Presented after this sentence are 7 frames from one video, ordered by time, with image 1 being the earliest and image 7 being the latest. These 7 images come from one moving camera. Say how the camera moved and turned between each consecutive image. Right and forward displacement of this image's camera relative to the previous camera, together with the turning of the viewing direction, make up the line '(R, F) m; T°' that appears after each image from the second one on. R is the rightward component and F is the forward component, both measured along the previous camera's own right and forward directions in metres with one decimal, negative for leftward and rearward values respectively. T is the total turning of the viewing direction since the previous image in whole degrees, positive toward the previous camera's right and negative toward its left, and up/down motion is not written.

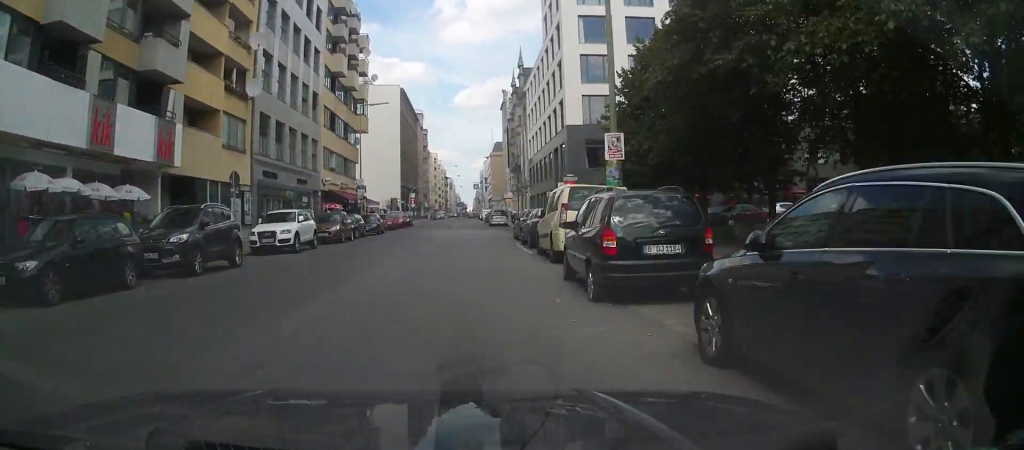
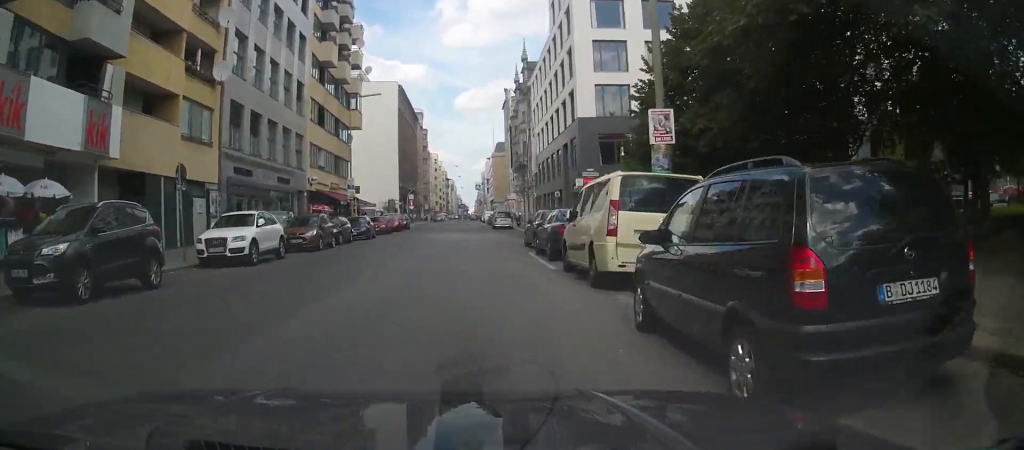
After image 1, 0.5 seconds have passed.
(+0.1, +4.9) m; -1°
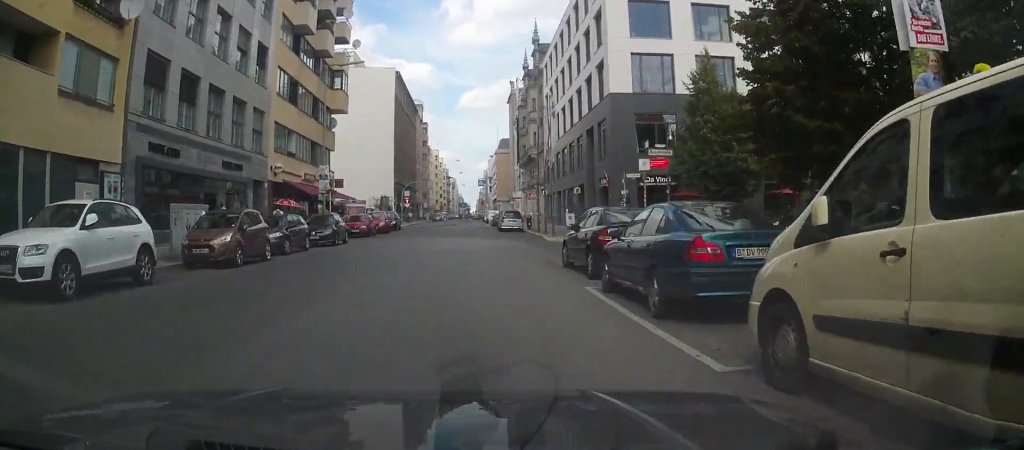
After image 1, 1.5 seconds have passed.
(-0.4, +9.4) m; 0°
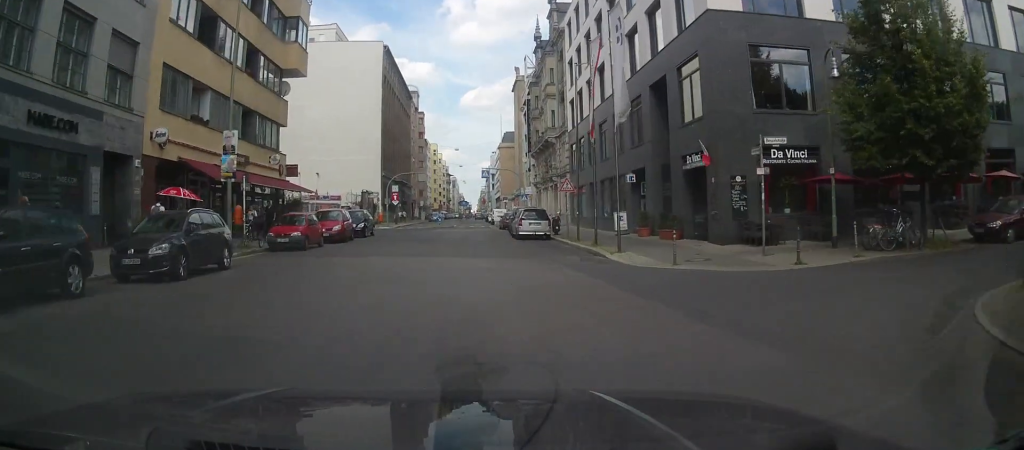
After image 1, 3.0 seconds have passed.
(+0.3, +15.8) m; +1°
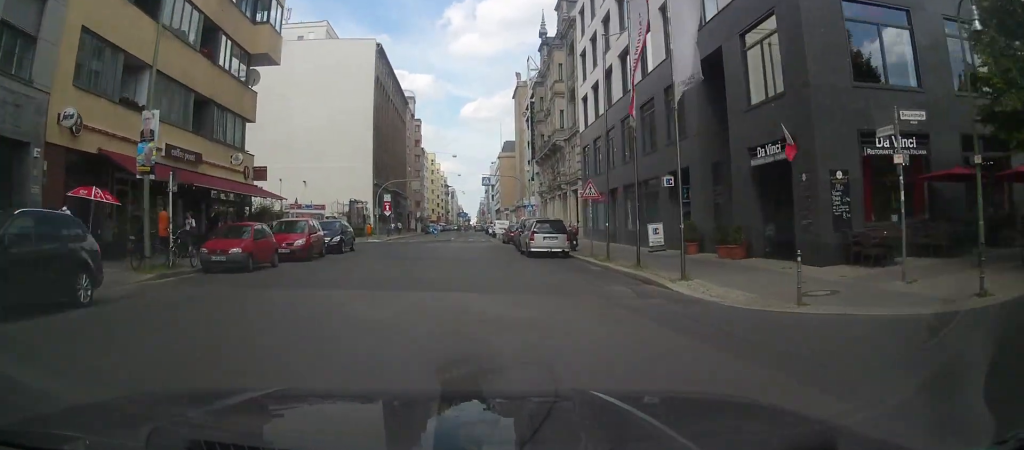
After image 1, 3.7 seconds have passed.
(-0.1, +6.5) m; 0°
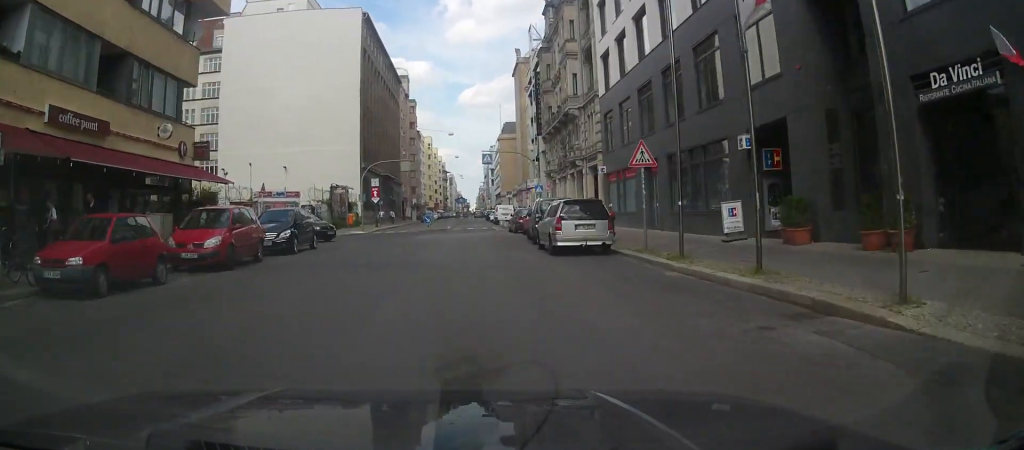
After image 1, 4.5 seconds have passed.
(+0.2, +8.2) m; 0°
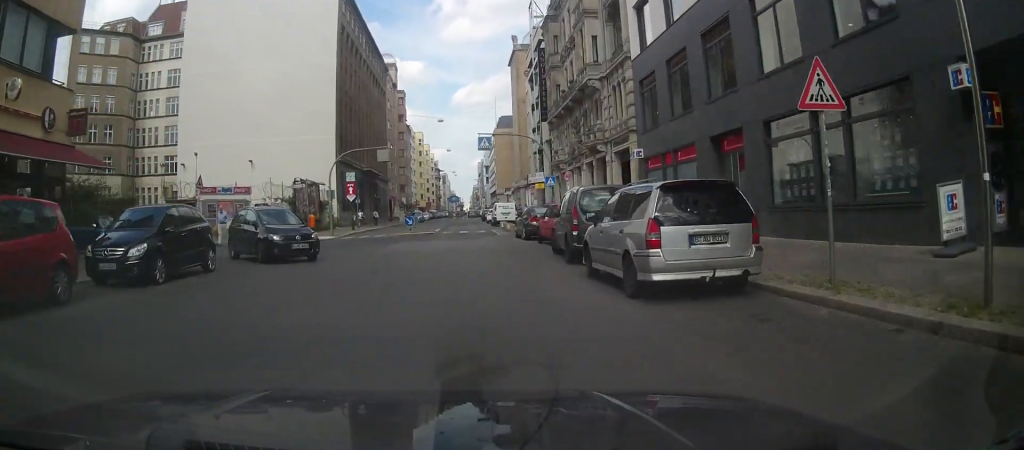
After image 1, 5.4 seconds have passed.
(-0.3, +9.8) m; -2°
